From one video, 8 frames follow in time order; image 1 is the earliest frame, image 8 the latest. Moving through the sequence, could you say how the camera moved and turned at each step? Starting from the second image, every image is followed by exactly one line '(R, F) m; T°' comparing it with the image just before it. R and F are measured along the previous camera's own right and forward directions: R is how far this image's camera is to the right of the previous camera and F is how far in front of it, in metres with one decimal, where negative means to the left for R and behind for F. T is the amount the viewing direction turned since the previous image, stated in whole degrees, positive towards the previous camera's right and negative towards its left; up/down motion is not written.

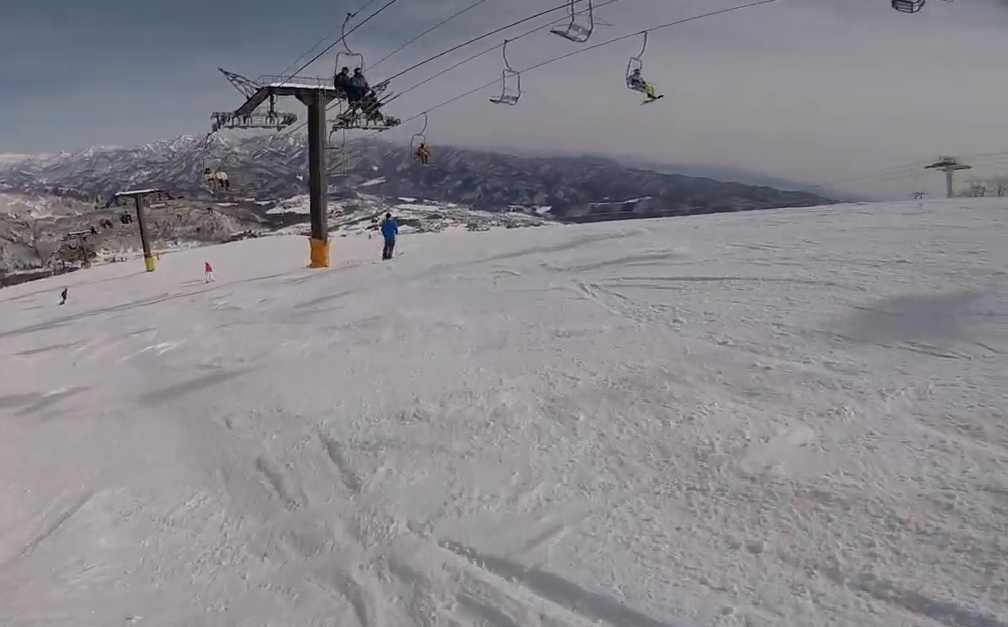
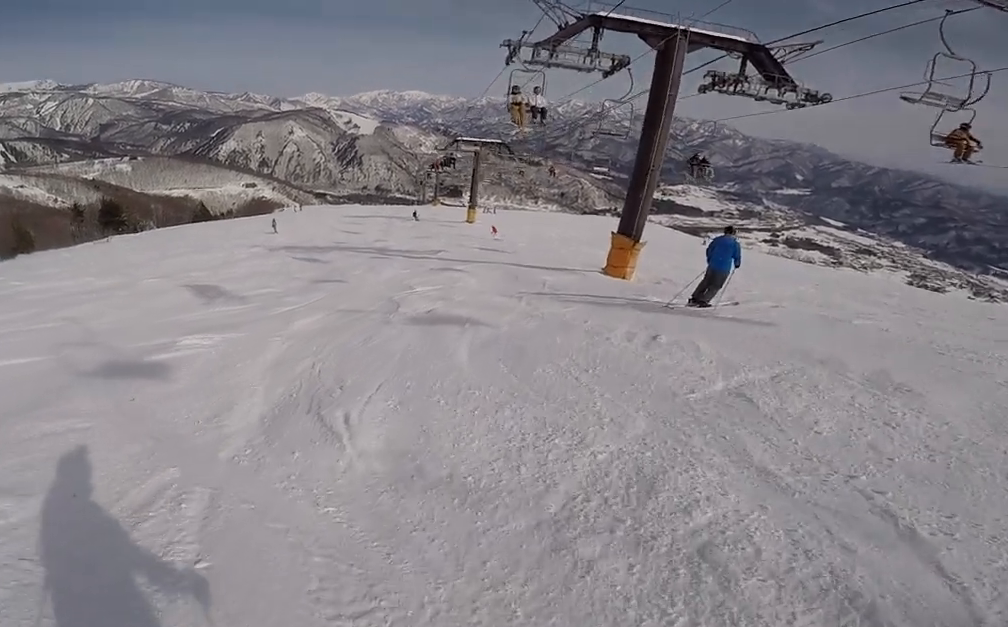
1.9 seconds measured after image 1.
(-3.0, +6.2) m; -48°
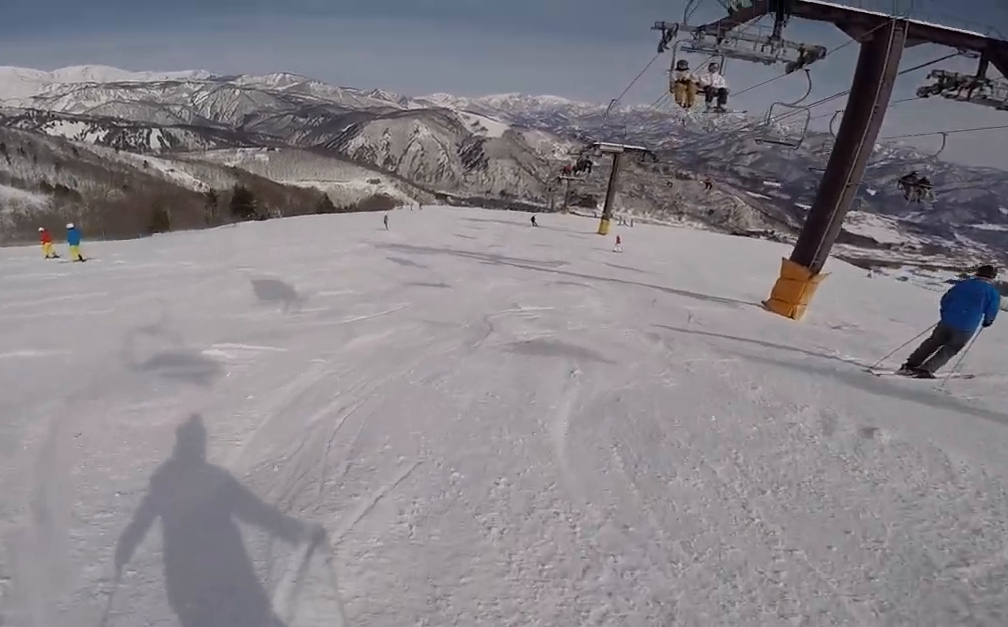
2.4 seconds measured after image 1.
(0.0, +1.8) m; -7°
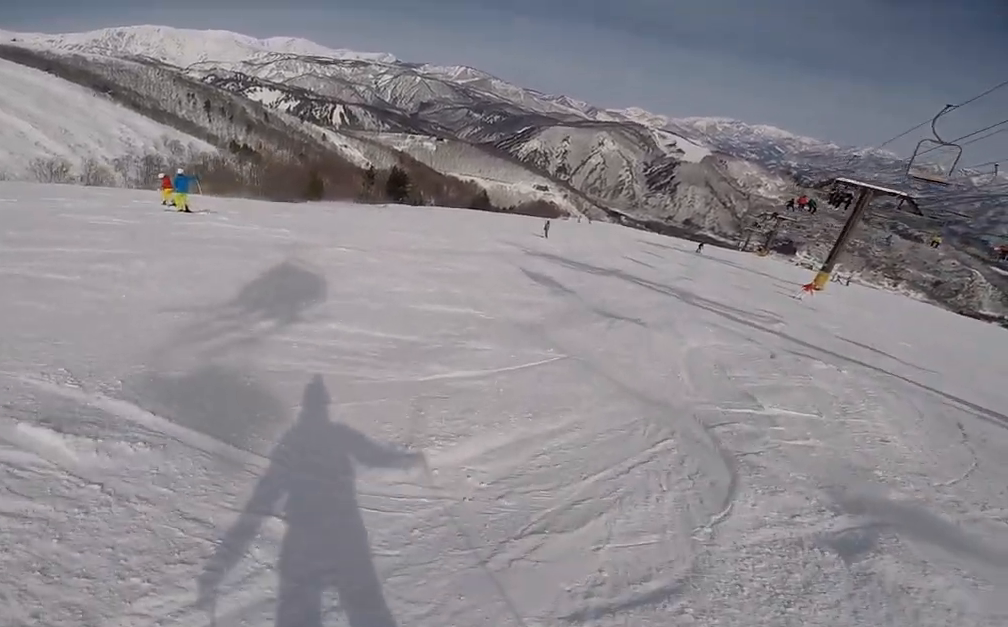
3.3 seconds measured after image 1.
(-0.5, +3.7) m; -8°
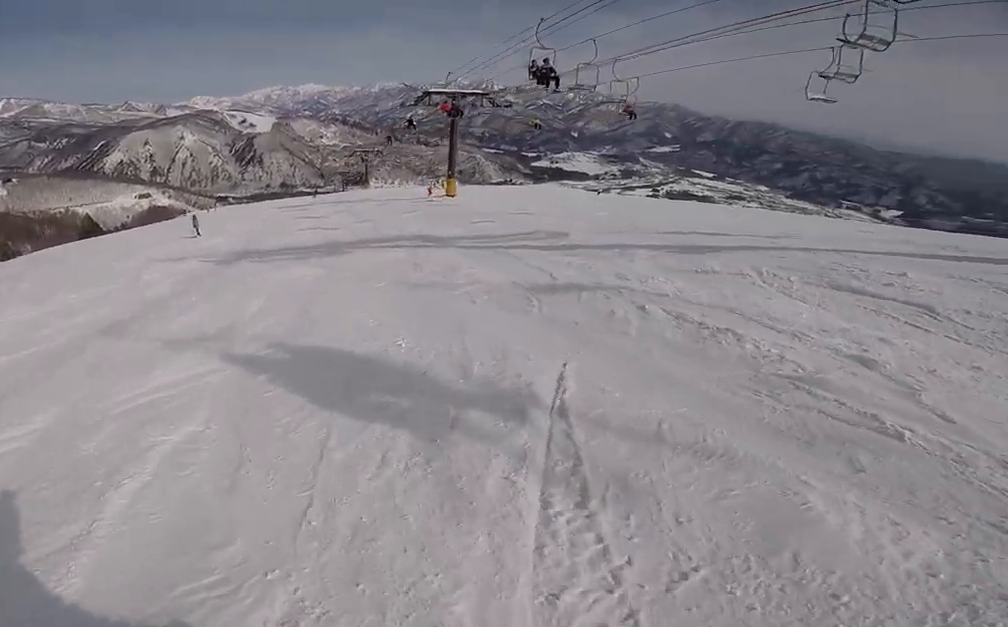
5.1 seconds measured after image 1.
(+1.1, +8.2) m; +32°
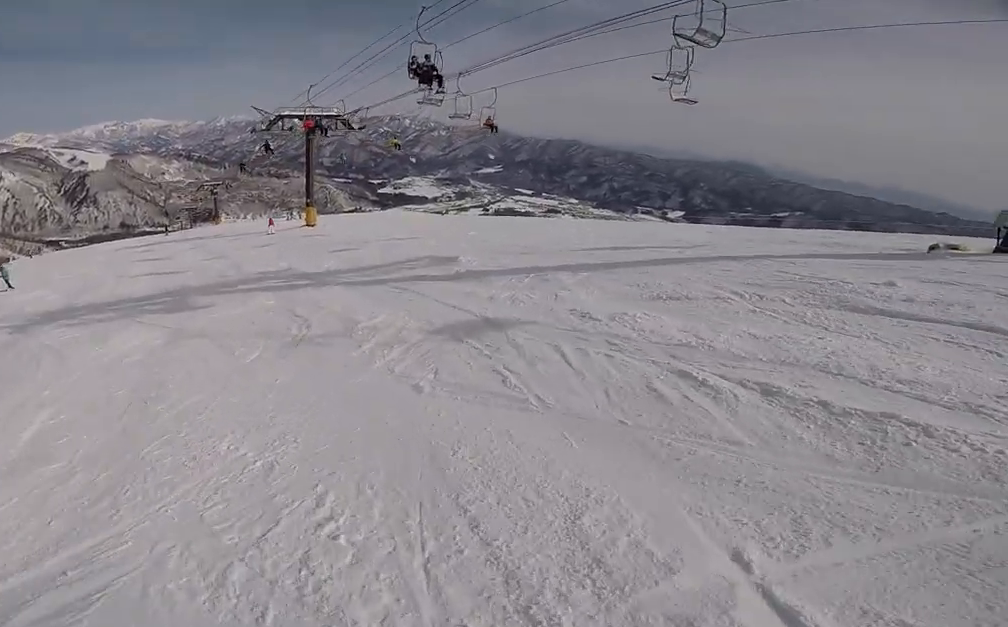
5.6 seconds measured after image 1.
(+0.3, +2.5) m; +16°
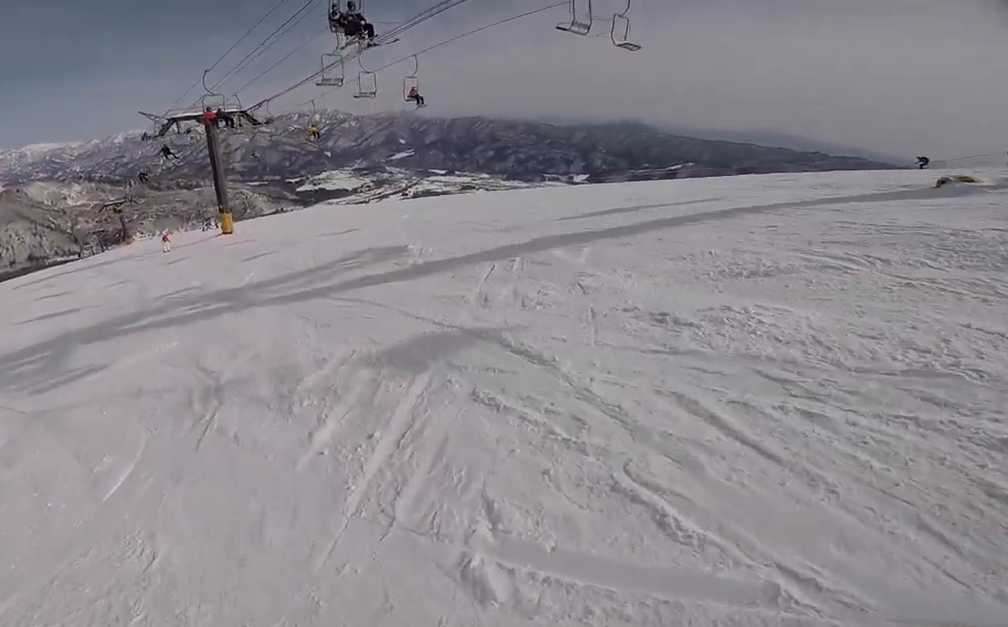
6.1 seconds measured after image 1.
(+0.4, +2.2) m; +9°
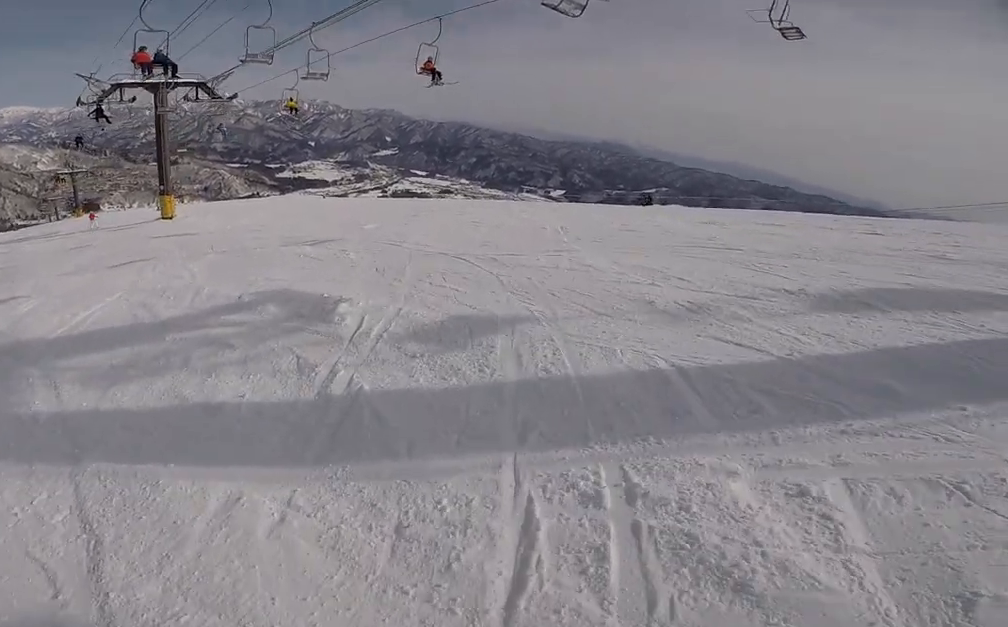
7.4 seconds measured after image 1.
(+0.8, +5.4) m; +1°
